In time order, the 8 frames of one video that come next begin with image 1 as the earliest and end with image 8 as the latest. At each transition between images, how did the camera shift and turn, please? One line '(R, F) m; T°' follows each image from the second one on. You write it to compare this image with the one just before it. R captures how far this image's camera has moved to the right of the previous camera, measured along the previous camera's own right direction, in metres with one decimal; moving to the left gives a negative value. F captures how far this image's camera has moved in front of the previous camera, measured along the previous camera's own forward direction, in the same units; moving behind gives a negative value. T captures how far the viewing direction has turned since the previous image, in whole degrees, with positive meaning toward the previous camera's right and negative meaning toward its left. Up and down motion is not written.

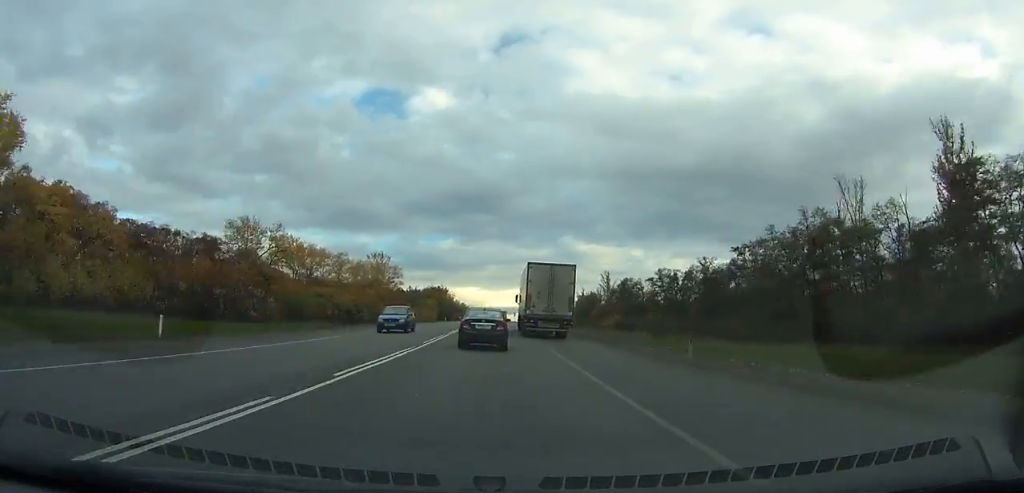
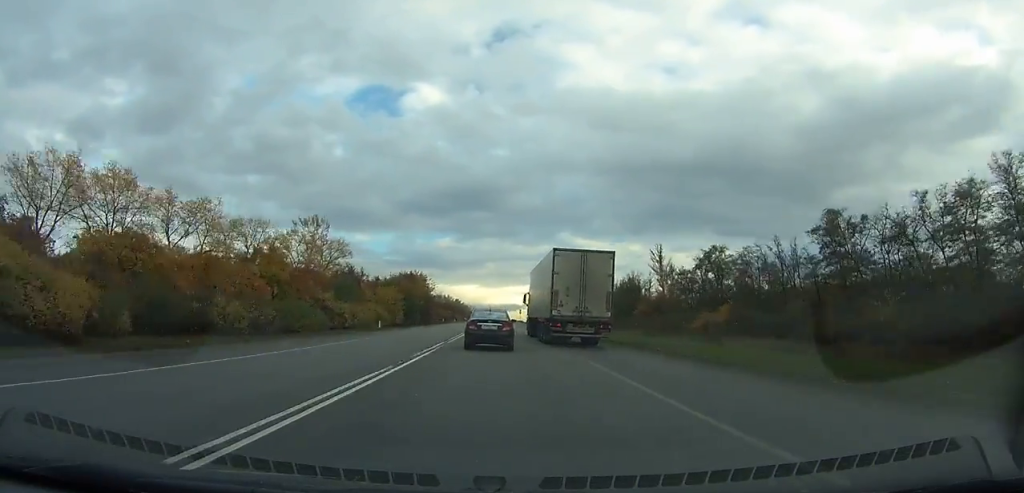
(-0.3, +67.2) m; 0°
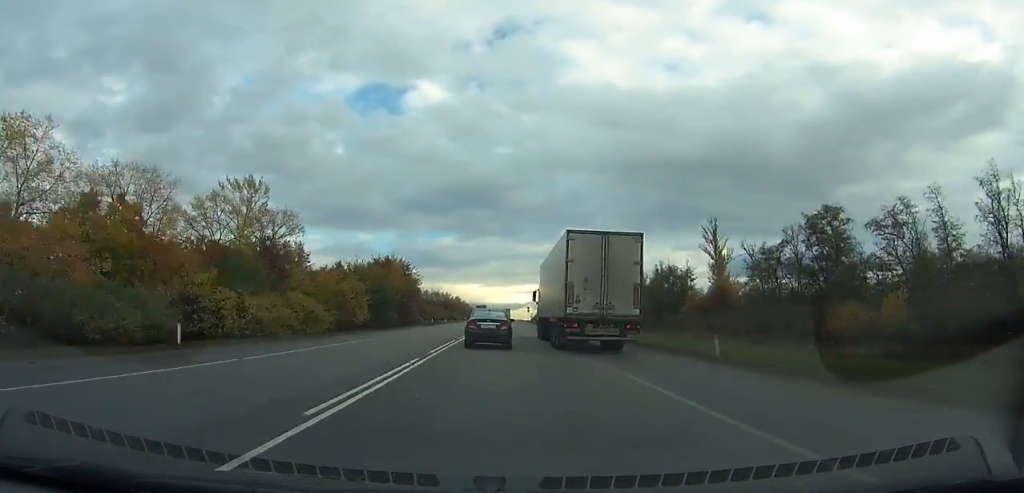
(0.0, +32.8) m; 0°
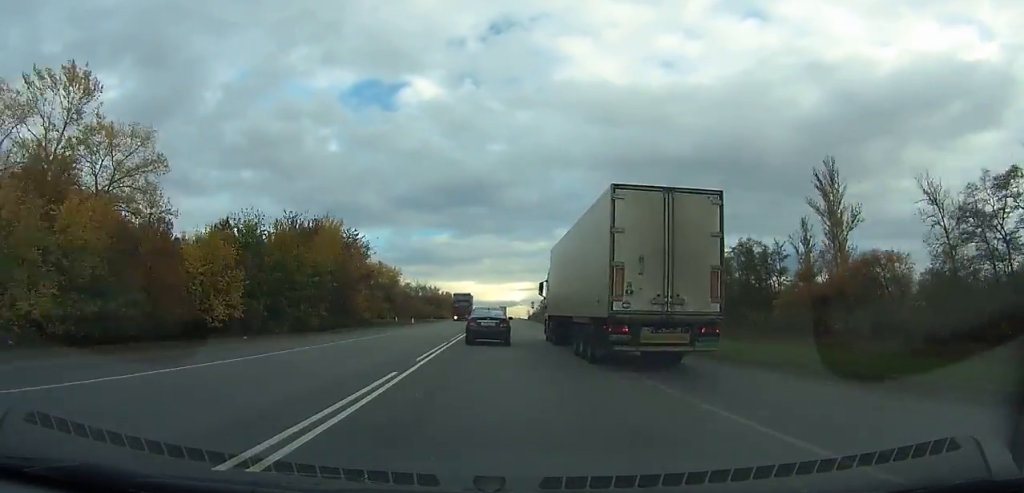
(0.0, +40.8) m; 0°
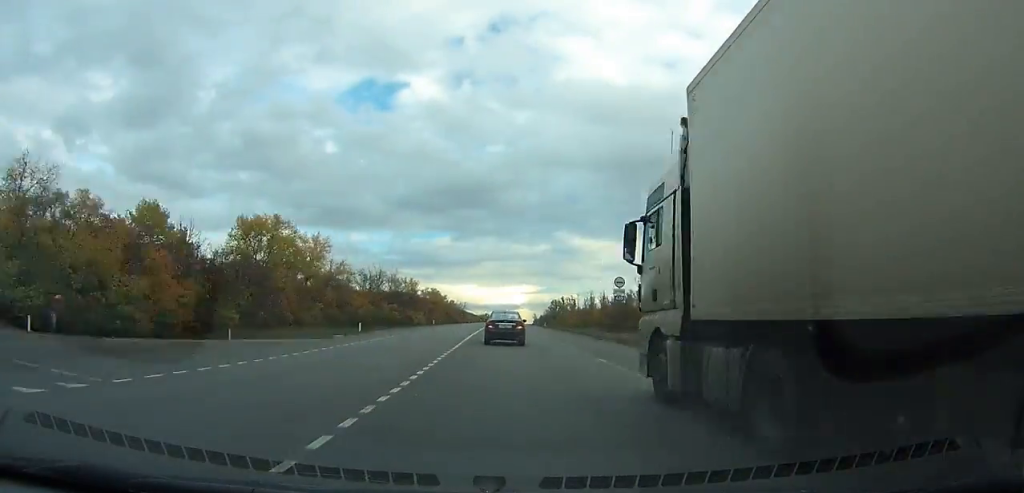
(+0.2, +86.0) m; 0°
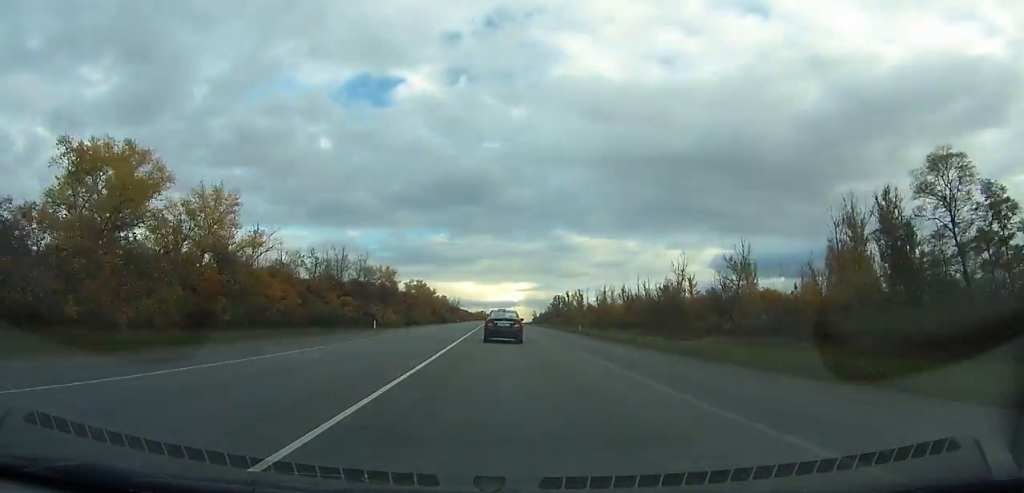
(+0.1, +40.1) m; 0°
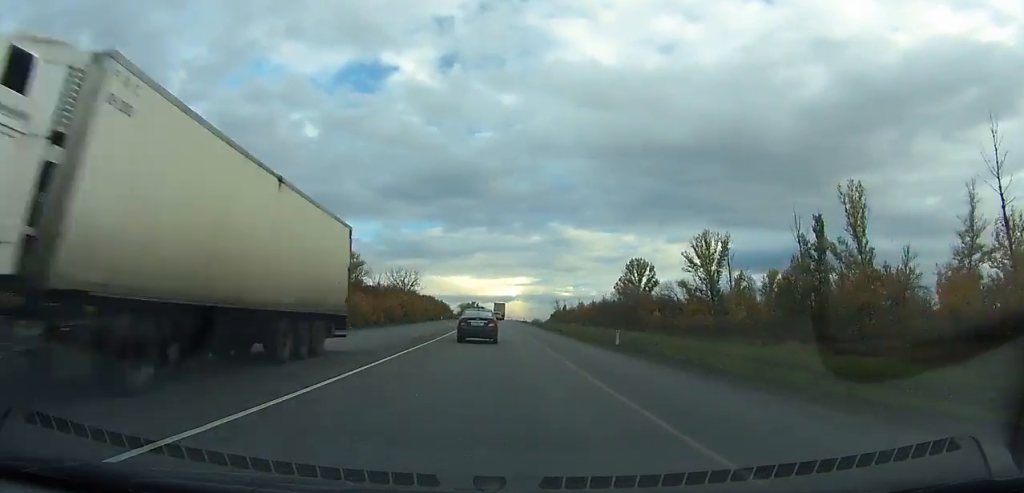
(+0.6, +215.9) m; 0°
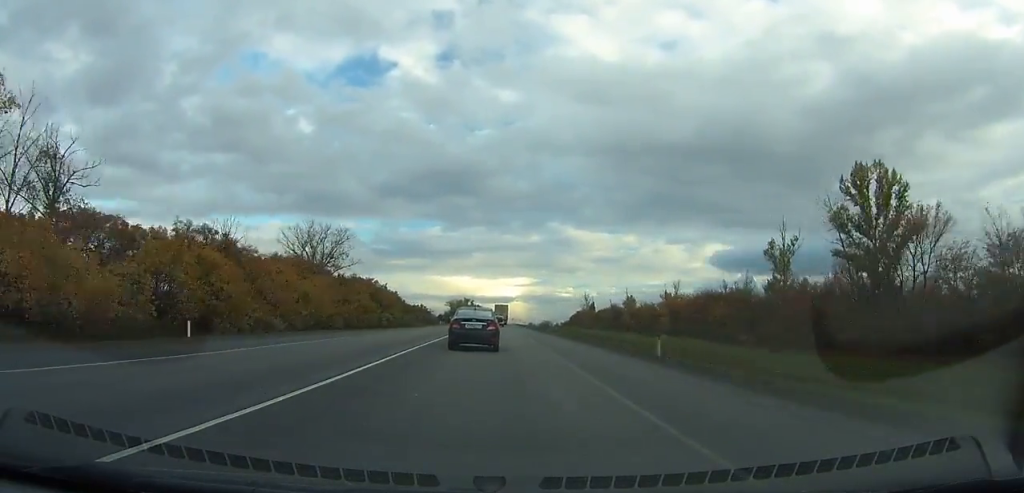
(0.0, +101.4) m; 0°
